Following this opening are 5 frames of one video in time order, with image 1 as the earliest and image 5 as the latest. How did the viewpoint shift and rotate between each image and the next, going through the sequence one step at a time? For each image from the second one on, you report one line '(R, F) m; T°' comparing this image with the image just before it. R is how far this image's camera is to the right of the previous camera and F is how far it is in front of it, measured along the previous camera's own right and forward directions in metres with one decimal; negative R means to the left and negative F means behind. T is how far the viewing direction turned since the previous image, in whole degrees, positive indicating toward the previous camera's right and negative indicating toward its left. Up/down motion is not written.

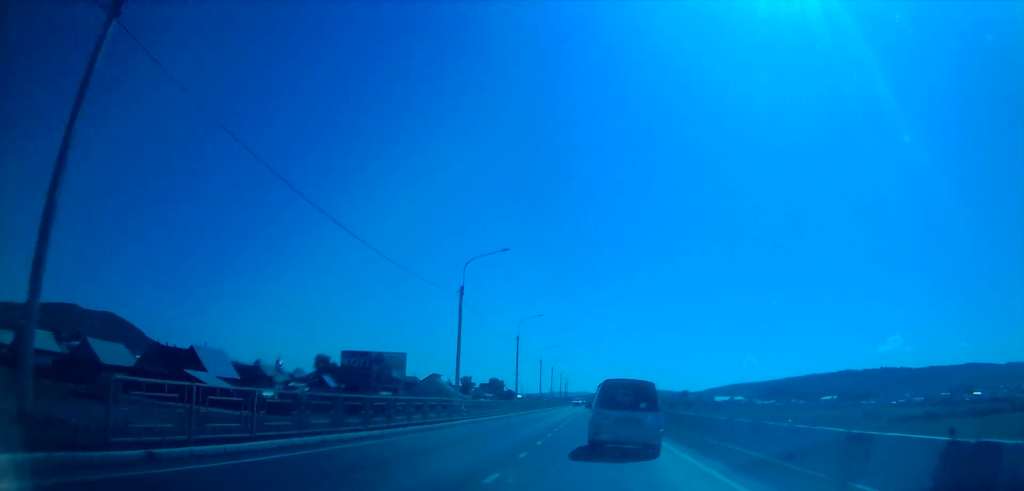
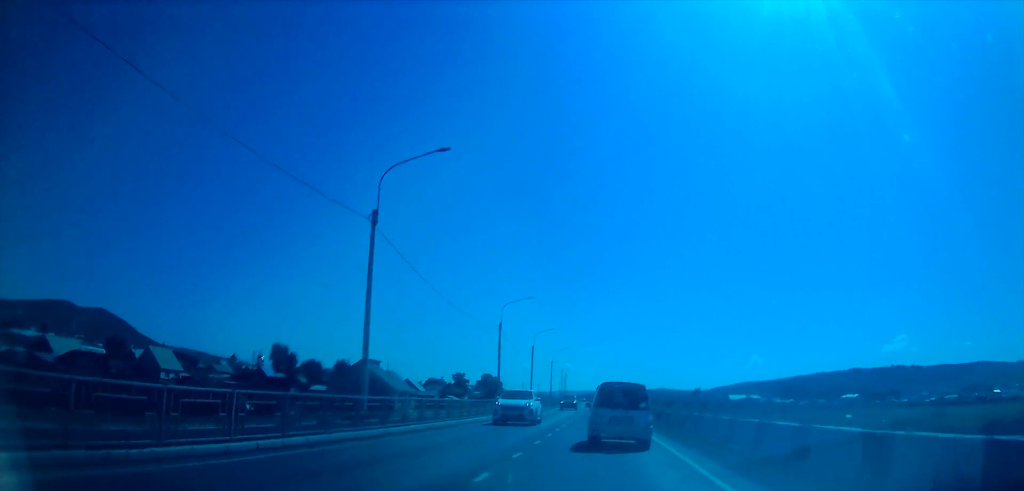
(0.0, +52.1) m; 0°
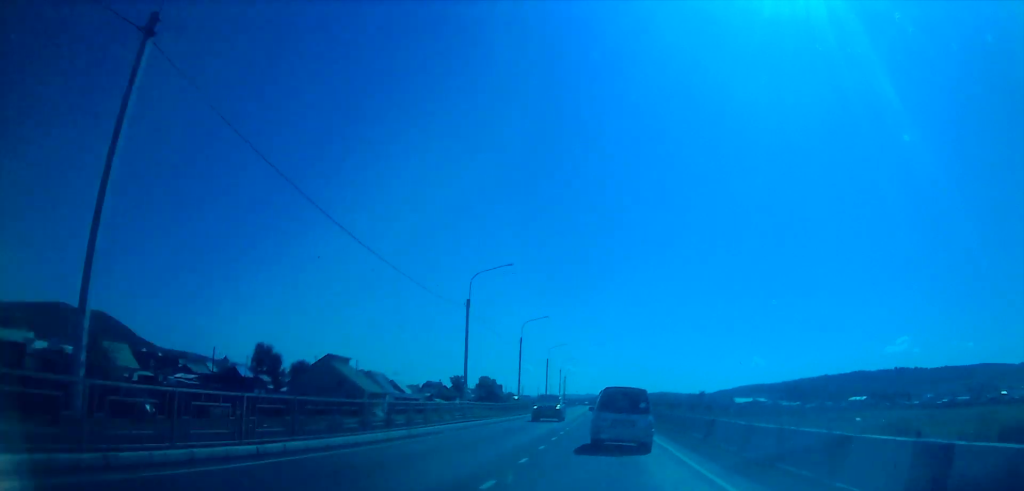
(0.0, +15.4) m; 0°
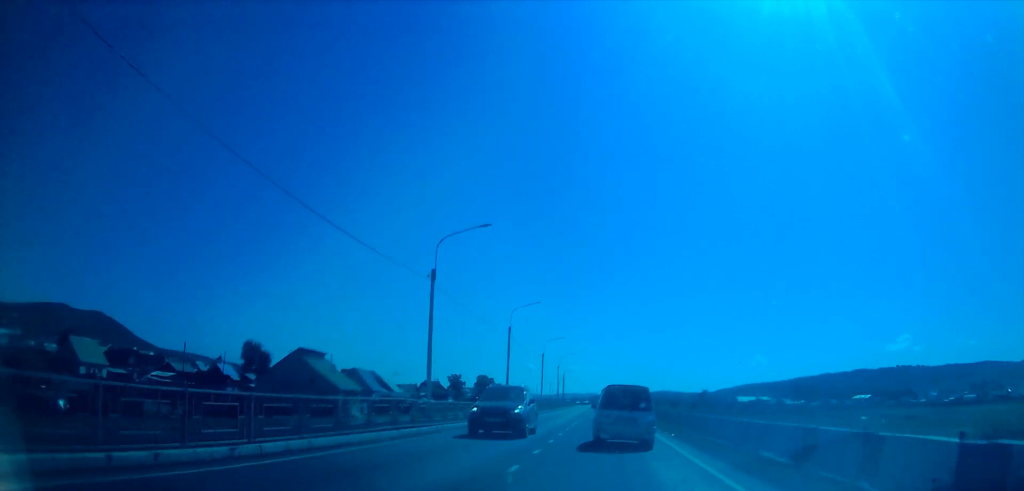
(0.0, +9.9) m; 0°
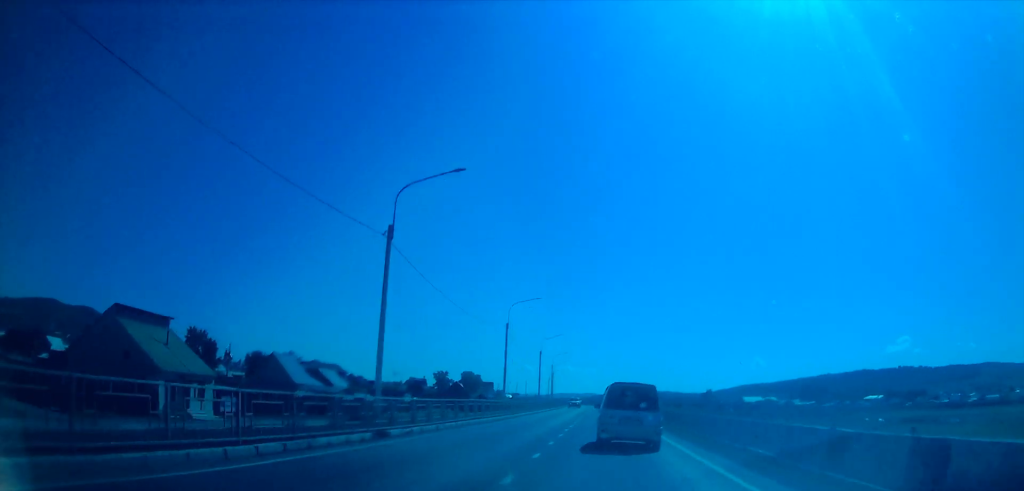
(-0.3, +37.0) m; 0°
